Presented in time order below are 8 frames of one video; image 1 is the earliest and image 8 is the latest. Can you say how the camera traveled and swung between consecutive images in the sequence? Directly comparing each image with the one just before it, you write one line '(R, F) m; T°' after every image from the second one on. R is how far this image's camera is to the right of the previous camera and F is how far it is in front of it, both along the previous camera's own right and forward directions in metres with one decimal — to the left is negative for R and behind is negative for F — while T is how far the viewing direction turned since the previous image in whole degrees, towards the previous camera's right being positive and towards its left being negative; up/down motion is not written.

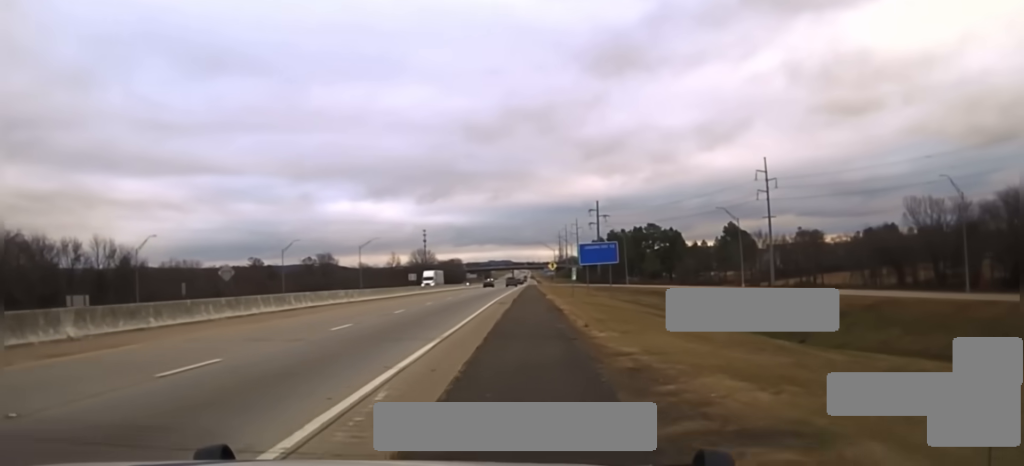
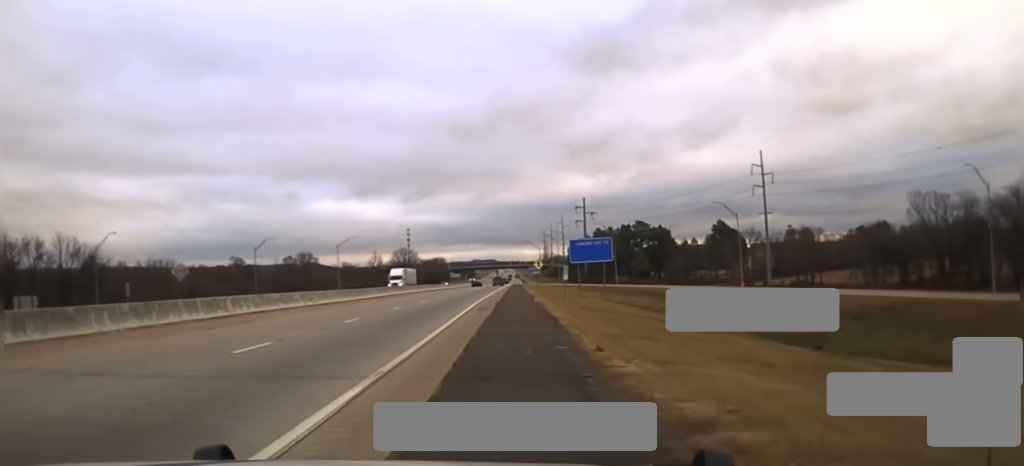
(0.0, +6.7) m; +1°
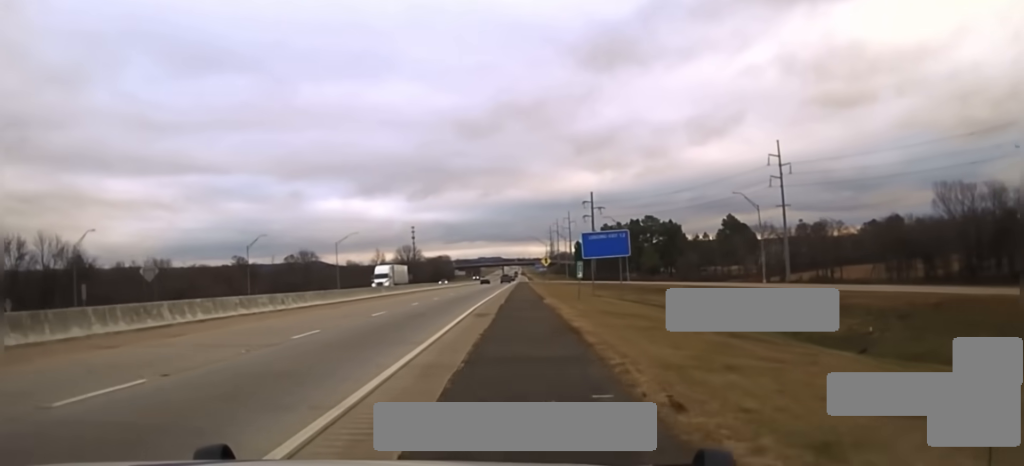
(-0.1, +7.4) m; +1°
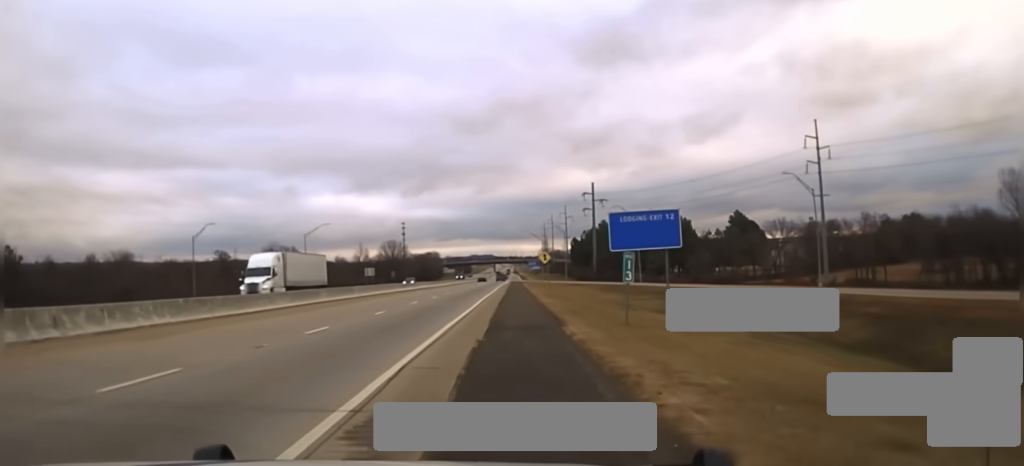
(+0.6, +21.6) m; +2°
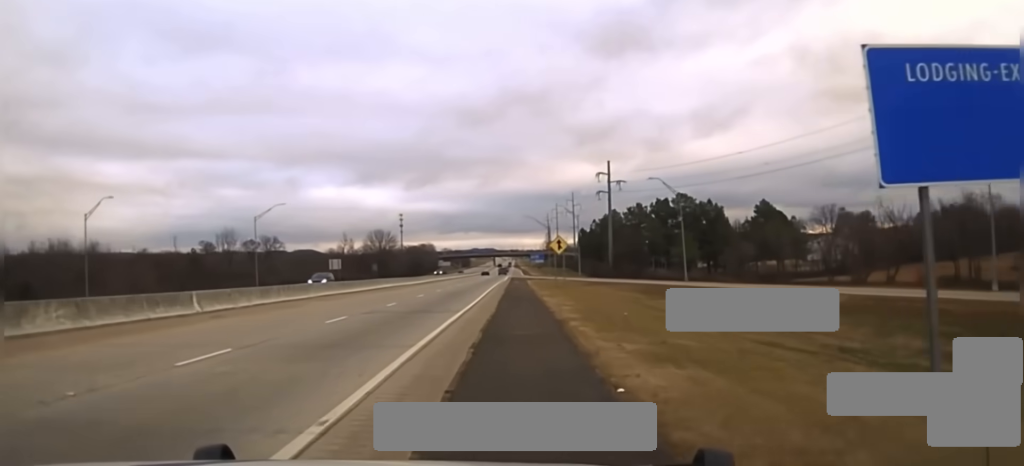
(-0.4, +33.3) m; 0°
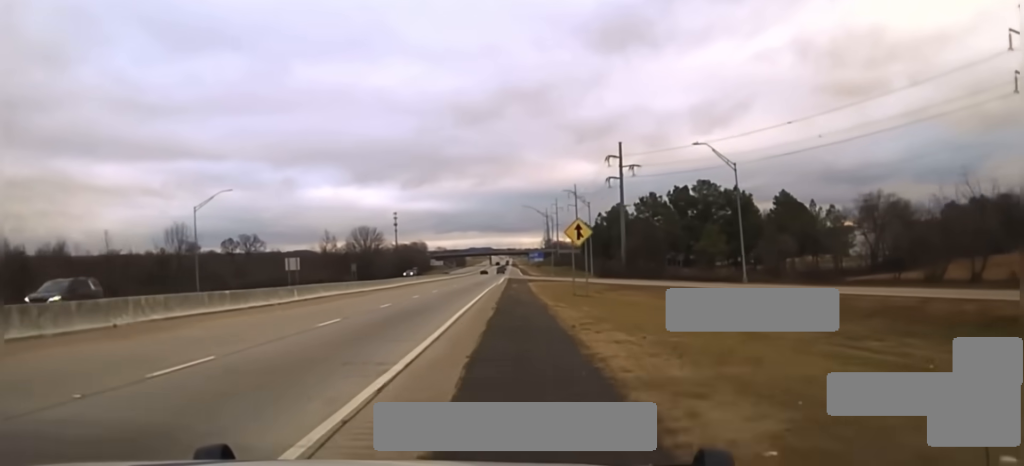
(+0.2, +24.7) m; +1°
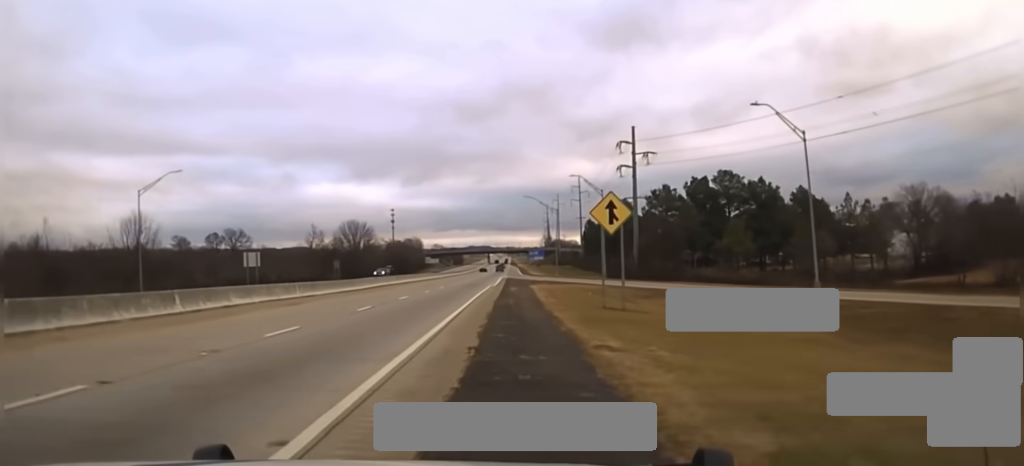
(+0.2, +16.5) m; 0°
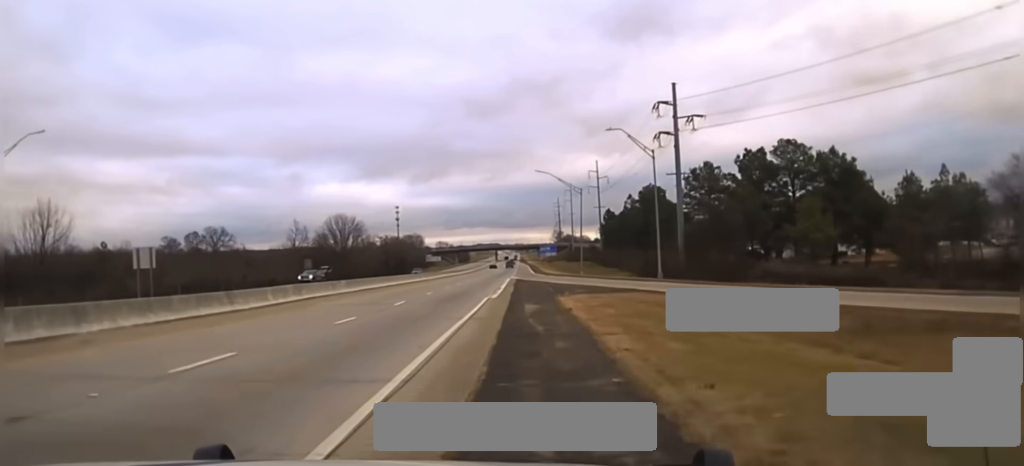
(-0.4, +31.0) m; -1°
